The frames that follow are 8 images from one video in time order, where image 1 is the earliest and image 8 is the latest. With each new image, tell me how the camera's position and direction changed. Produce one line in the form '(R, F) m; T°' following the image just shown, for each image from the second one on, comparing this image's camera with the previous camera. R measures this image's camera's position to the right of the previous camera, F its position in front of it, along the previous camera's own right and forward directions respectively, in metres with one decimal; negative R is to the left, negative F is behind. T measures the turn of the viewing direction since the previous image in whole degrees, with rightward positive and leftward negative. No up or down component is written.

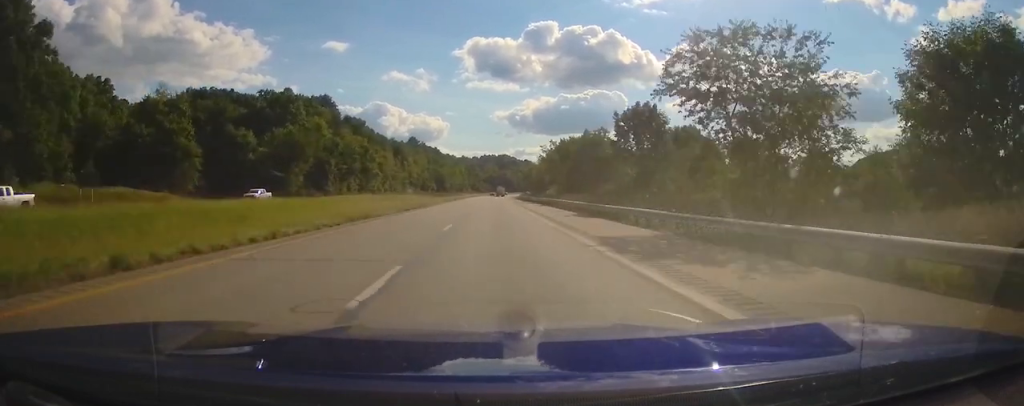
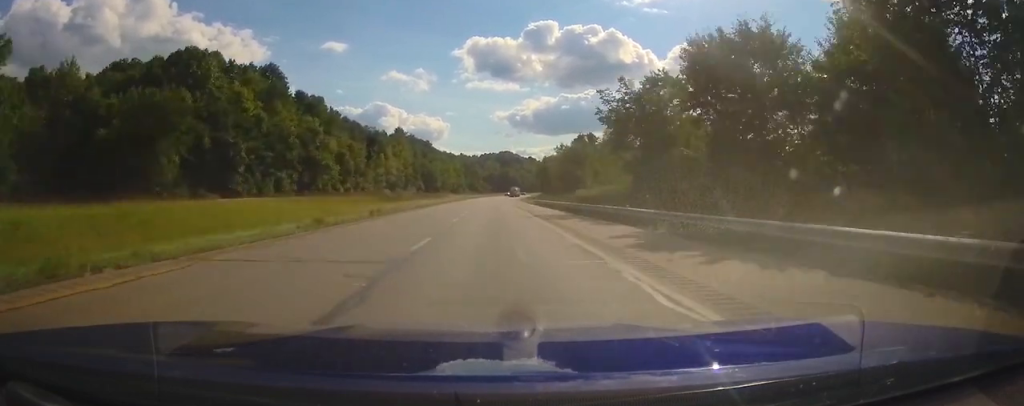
(-0.1, +55.1) m; 0°
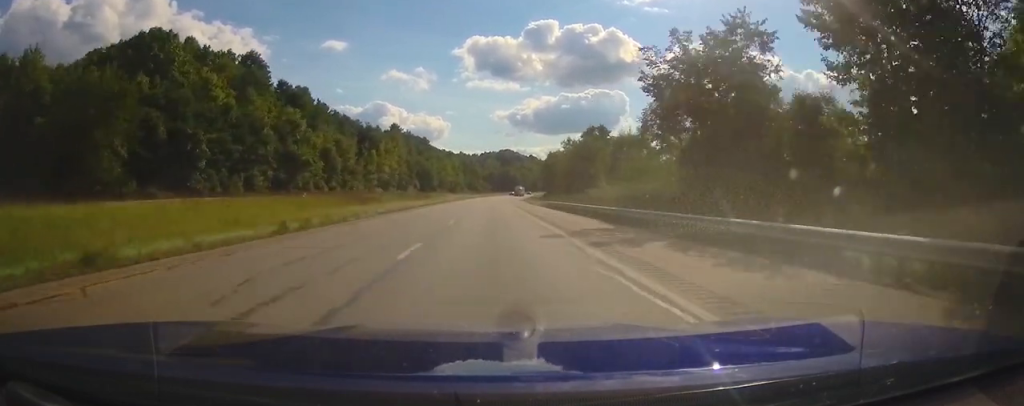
(-0.1, +13.9) m; 0°
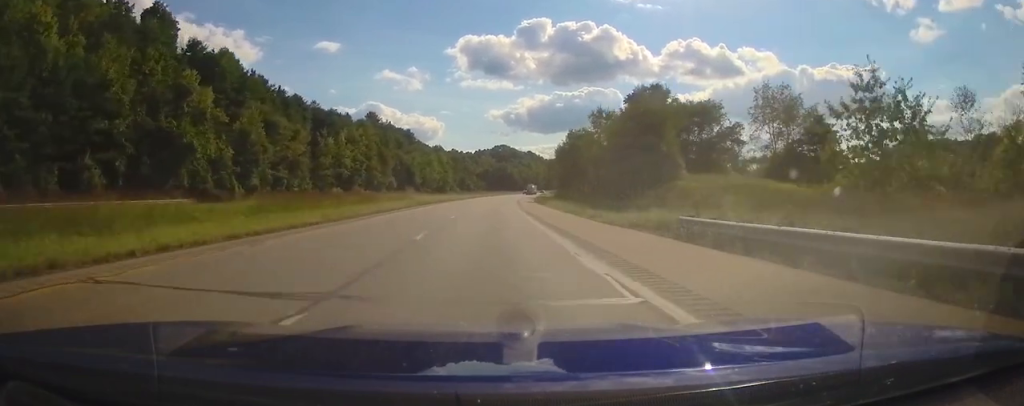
(+0.5, +44.7) m; +1°
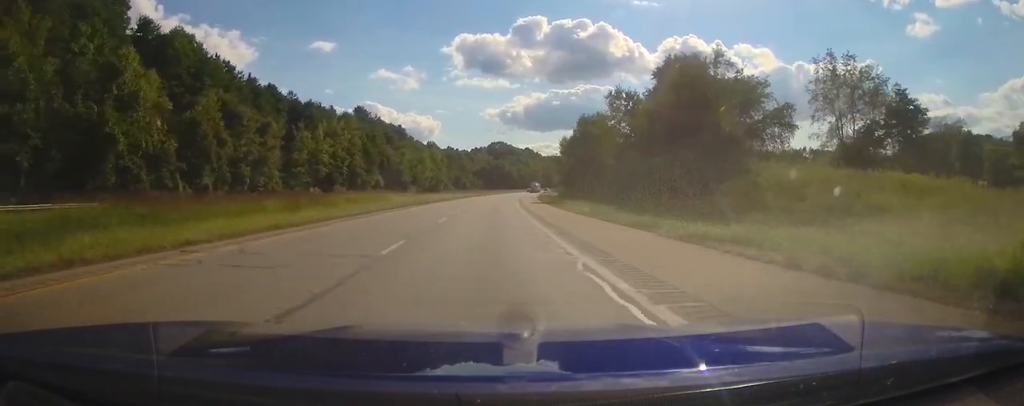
(+0.1, +16.0) m; 0°
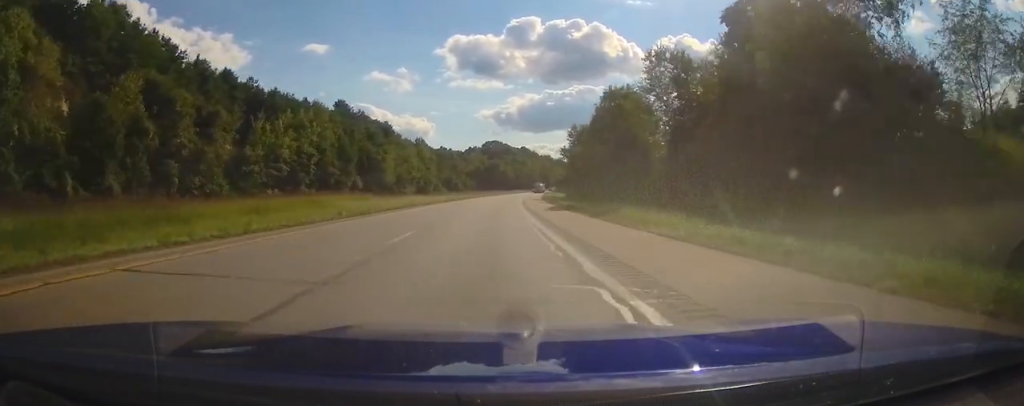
(+0.1, +21.3) m; 0°
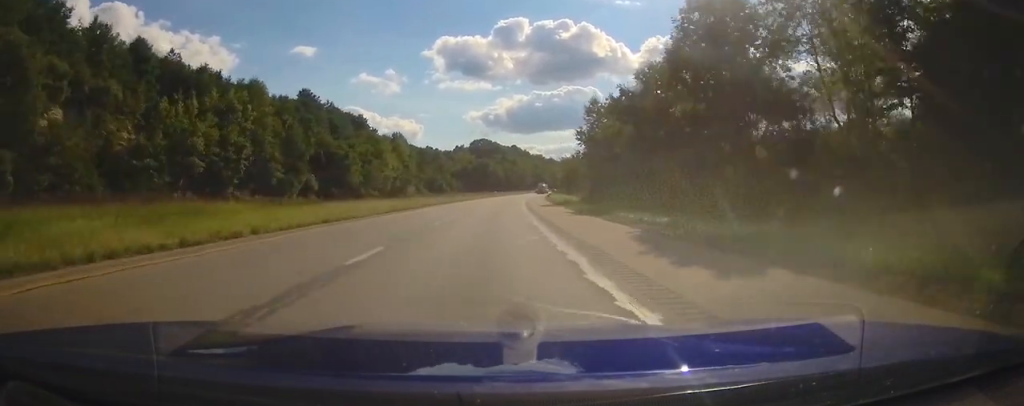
(0.0, +28.8) m; 0°
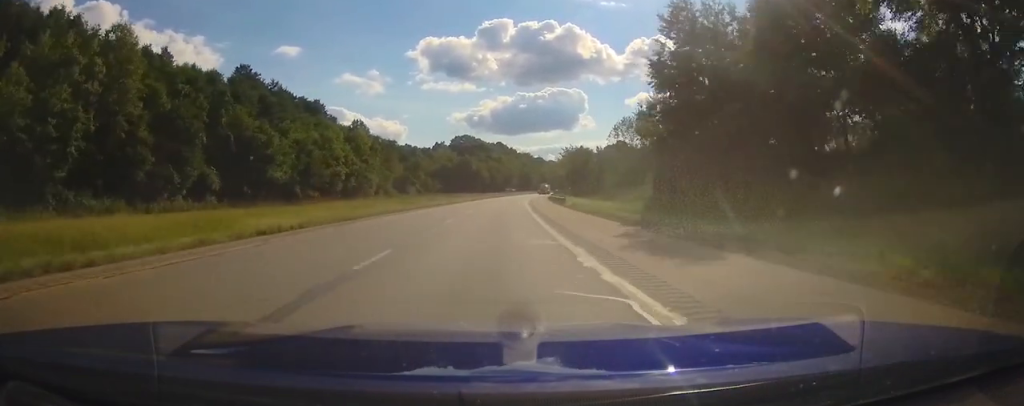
(+0.4, +37.4) m; +2°
